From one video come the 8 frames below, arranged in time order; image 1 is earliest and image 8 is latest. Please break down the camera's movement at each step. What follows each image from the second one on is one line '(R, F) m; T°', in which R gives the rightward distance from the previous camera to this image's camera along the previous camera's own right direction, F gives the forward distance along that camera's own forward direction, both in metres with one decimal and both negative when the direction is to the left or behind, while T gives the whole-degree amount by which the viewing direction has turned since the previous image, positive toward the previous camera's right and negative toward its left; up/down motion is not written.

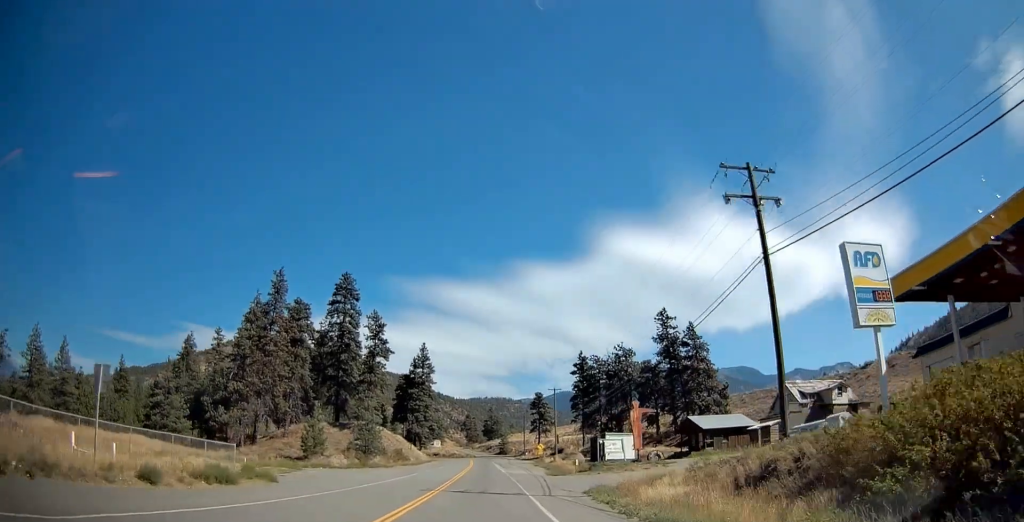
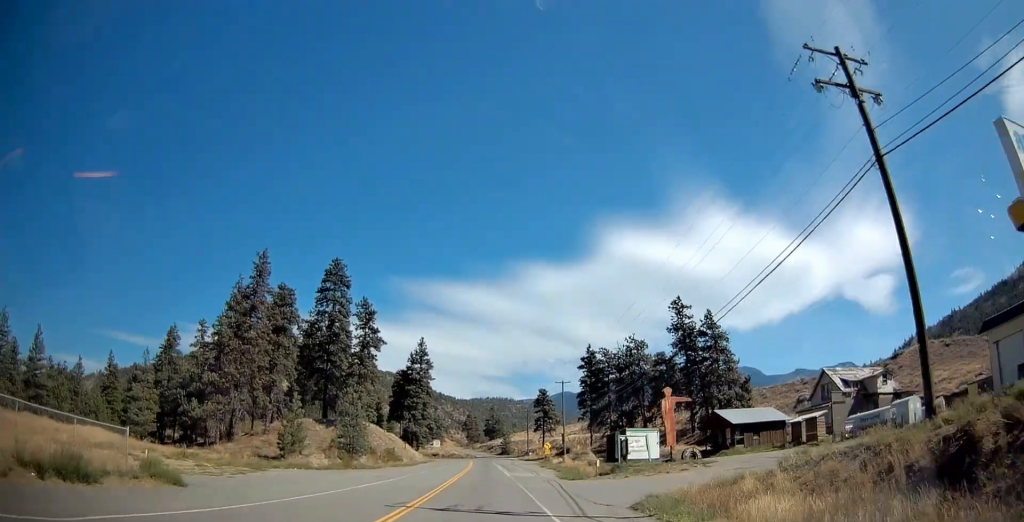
(0.0, +8.7) m; 0°
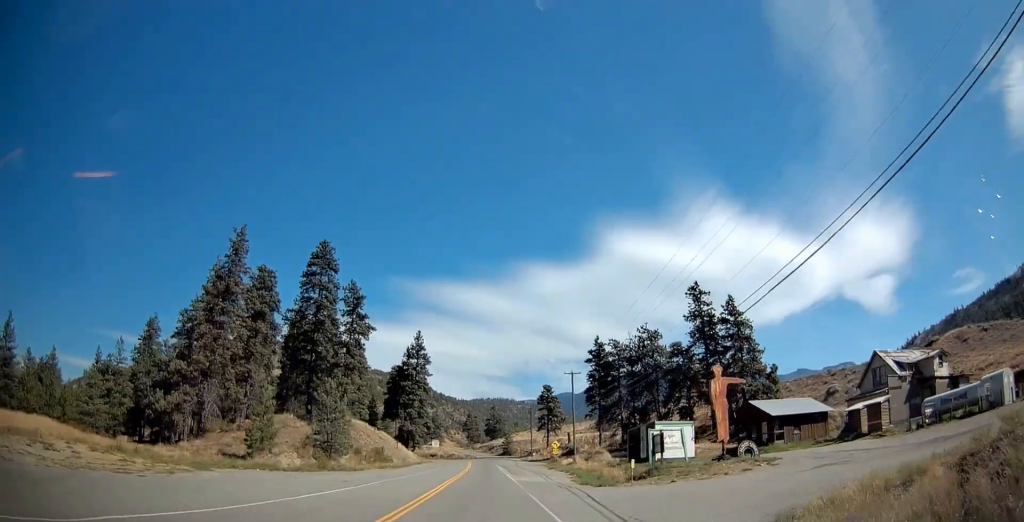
(+0.1, +9.3) m; -1°
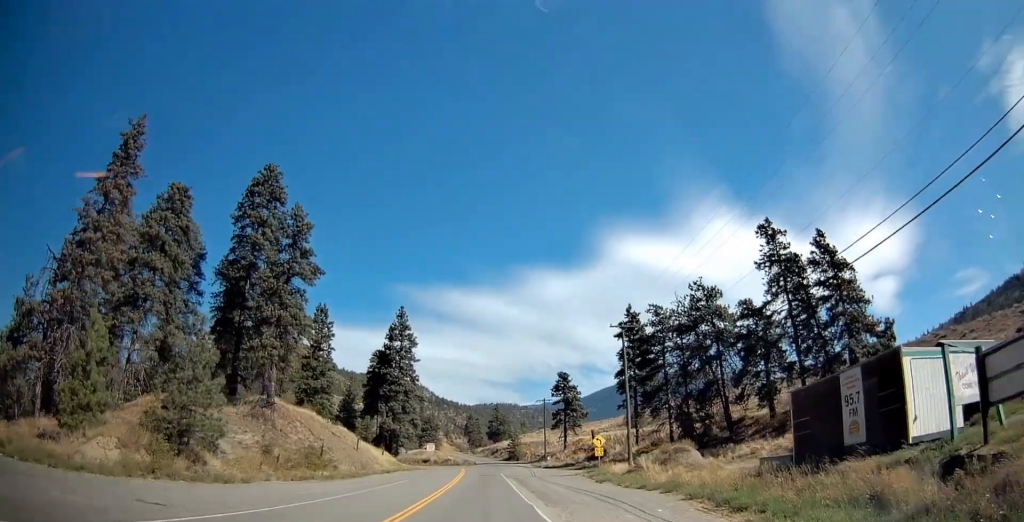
(-0.6, +27.9) m; -1°
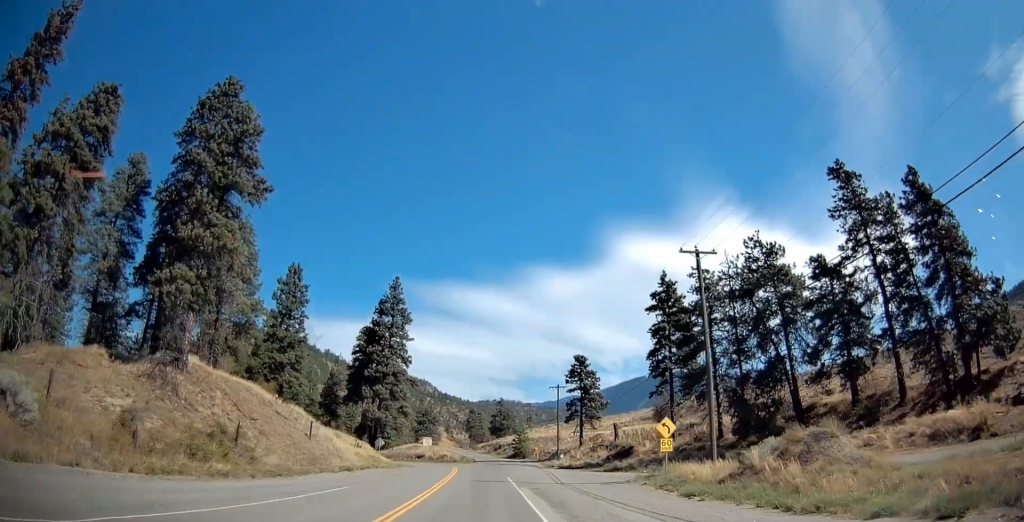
(0.0, +17.0) m; -1°
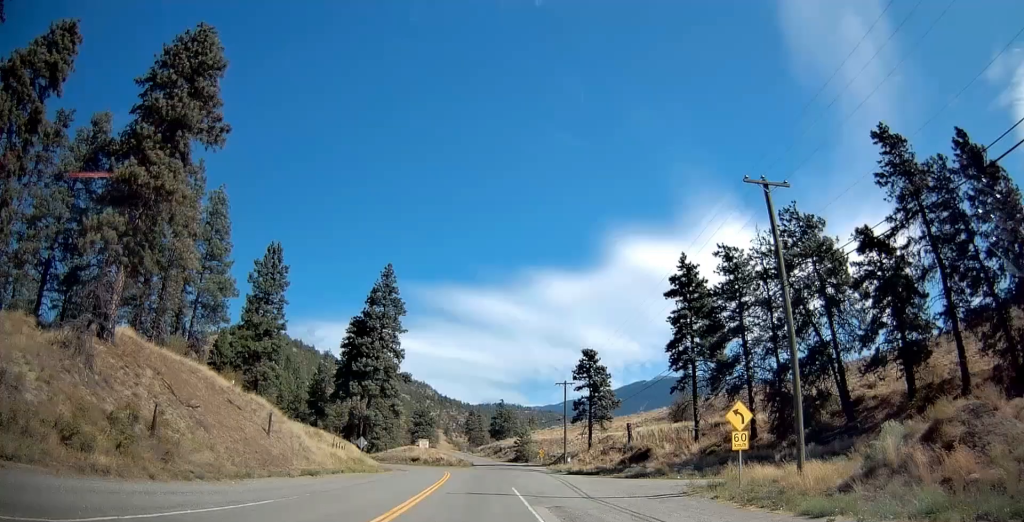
(0.0, +8.8) m; 0°
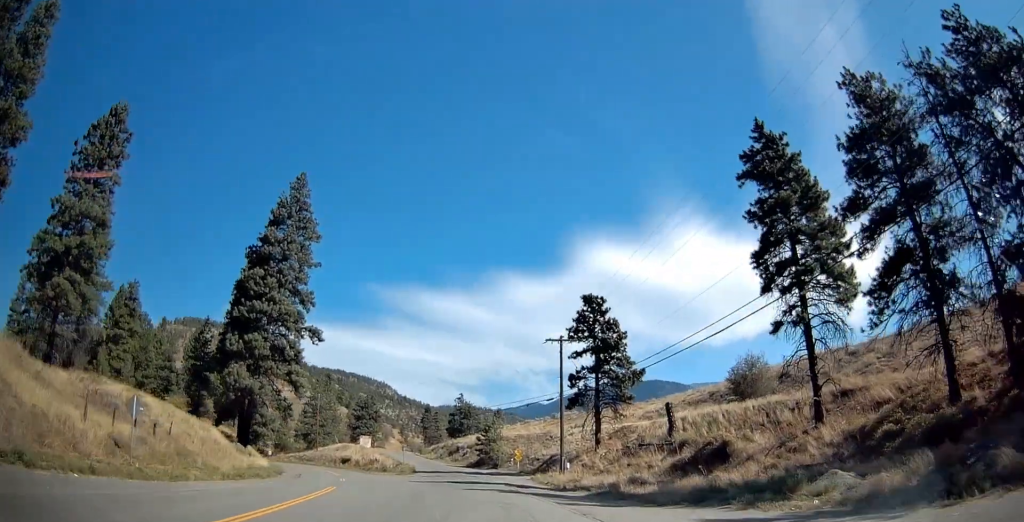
(+0.7, +32.8) m; +4°
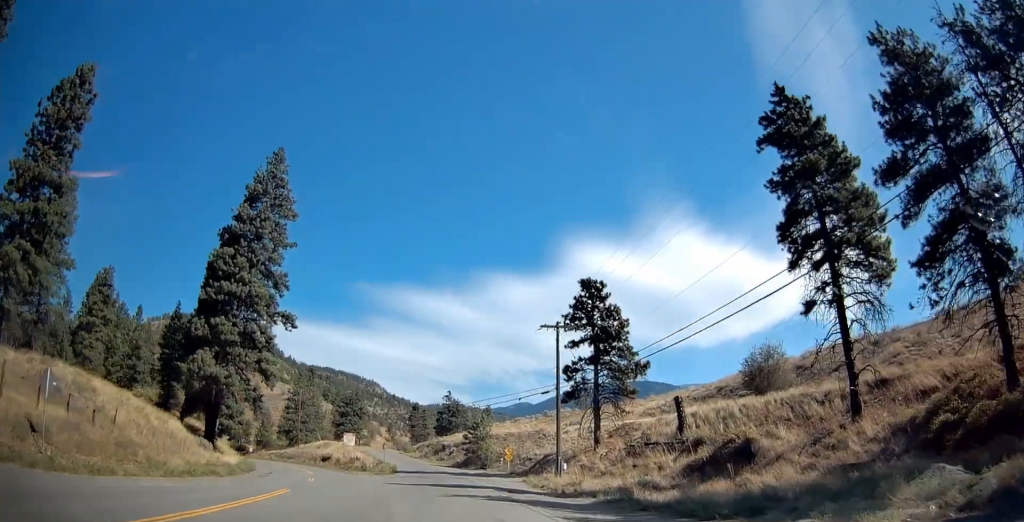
(-0.2, +5.7) m; +1°
